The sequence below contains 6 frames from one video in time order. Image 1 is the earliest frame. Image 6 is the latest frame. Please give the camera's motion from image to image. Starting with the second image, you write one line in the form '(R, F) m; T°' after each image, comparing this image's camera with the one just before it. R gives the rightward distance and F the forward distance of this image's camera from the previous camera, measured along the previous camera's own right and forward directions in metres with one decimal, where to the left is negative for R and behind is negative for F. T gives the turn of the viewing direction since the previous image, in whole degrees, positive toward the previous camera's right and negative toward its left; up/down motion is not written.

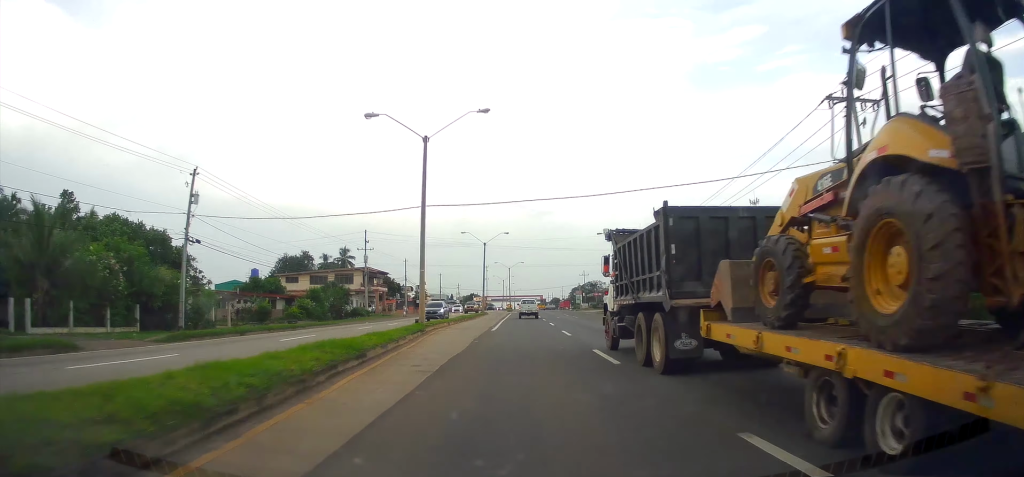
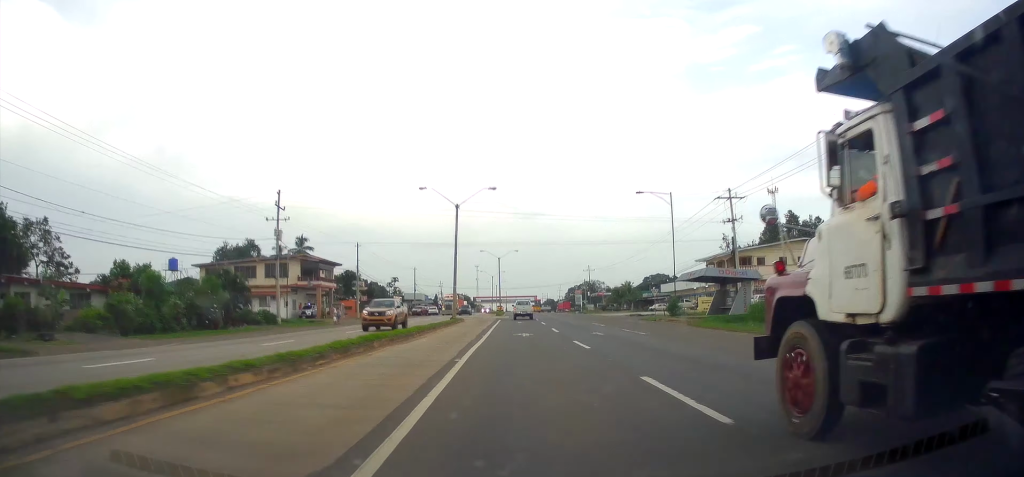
(+0.1, +29.3) m; 0°
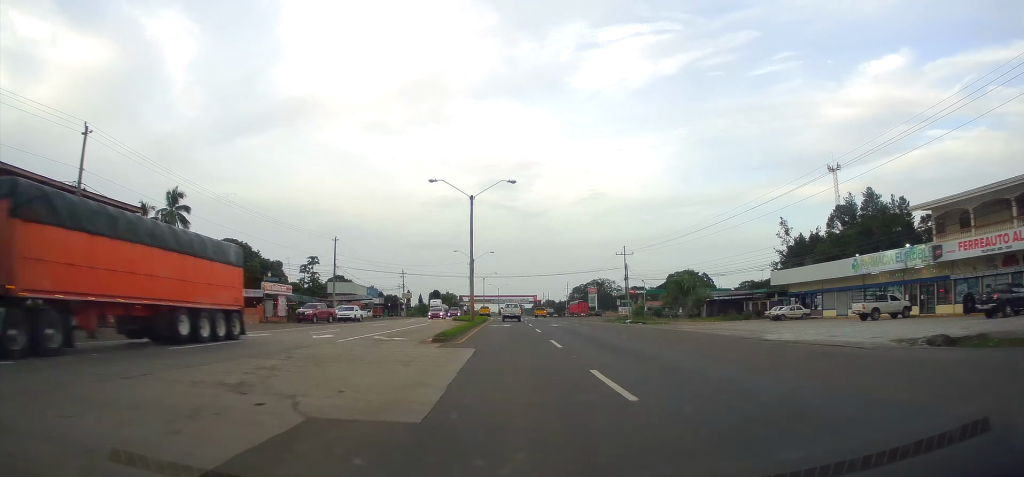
(+0.5, +54.6) m; +1°
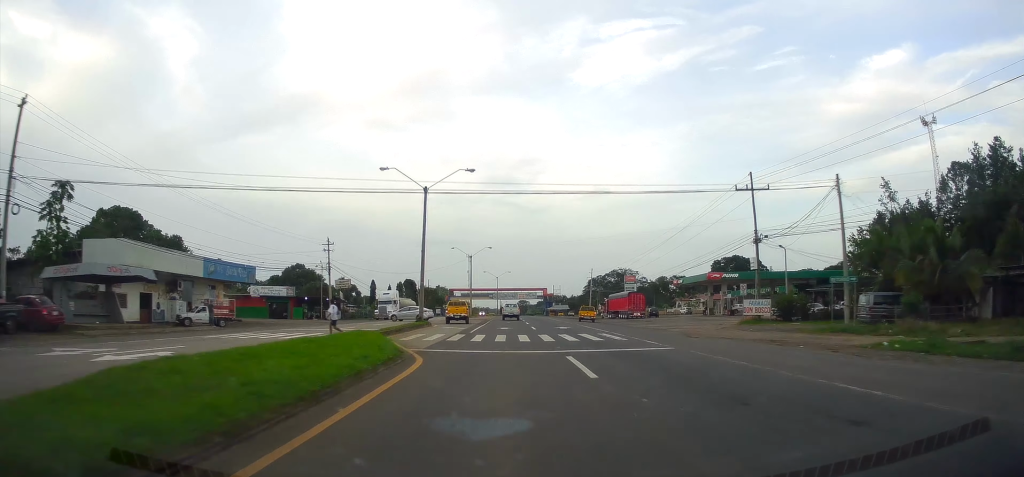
(-0.2, +54.1) m; 0°
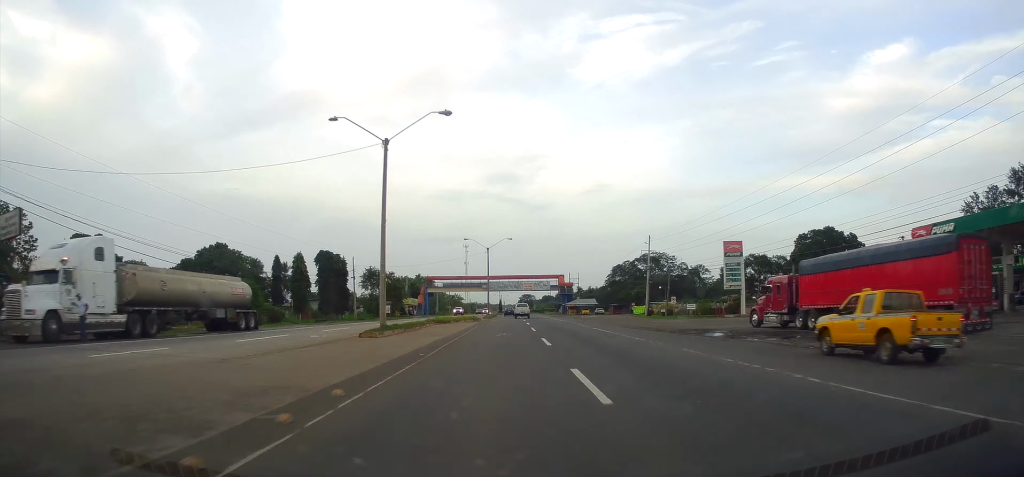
(-0.3, +61.1) m; -1°
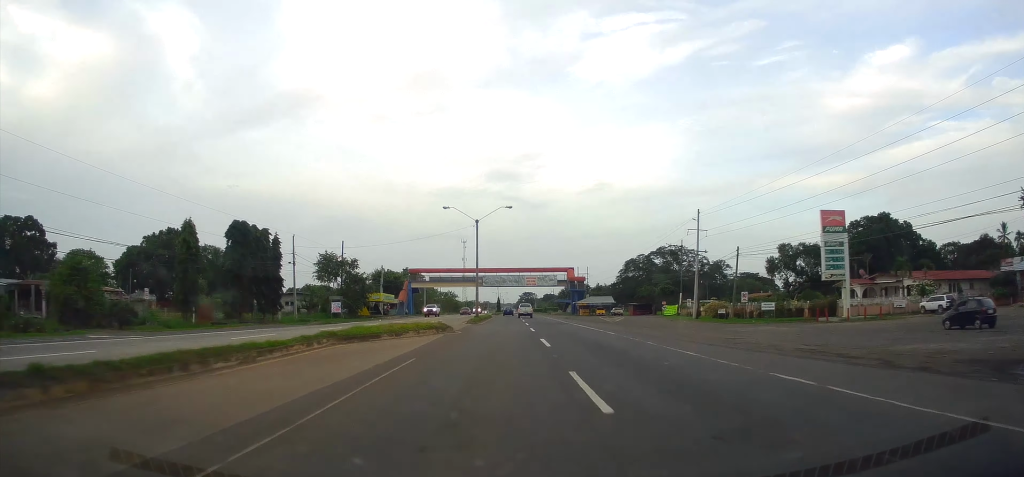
(-0.1, +23.3) m; 0°
